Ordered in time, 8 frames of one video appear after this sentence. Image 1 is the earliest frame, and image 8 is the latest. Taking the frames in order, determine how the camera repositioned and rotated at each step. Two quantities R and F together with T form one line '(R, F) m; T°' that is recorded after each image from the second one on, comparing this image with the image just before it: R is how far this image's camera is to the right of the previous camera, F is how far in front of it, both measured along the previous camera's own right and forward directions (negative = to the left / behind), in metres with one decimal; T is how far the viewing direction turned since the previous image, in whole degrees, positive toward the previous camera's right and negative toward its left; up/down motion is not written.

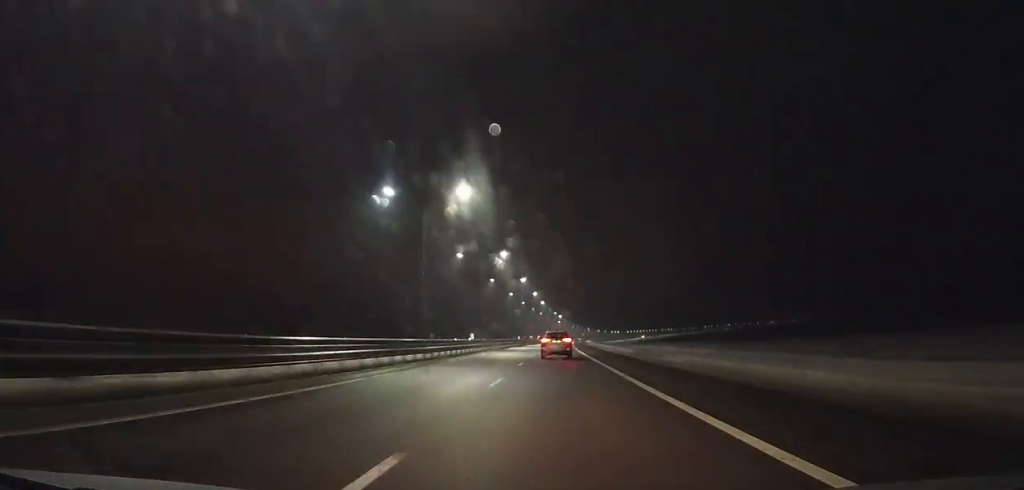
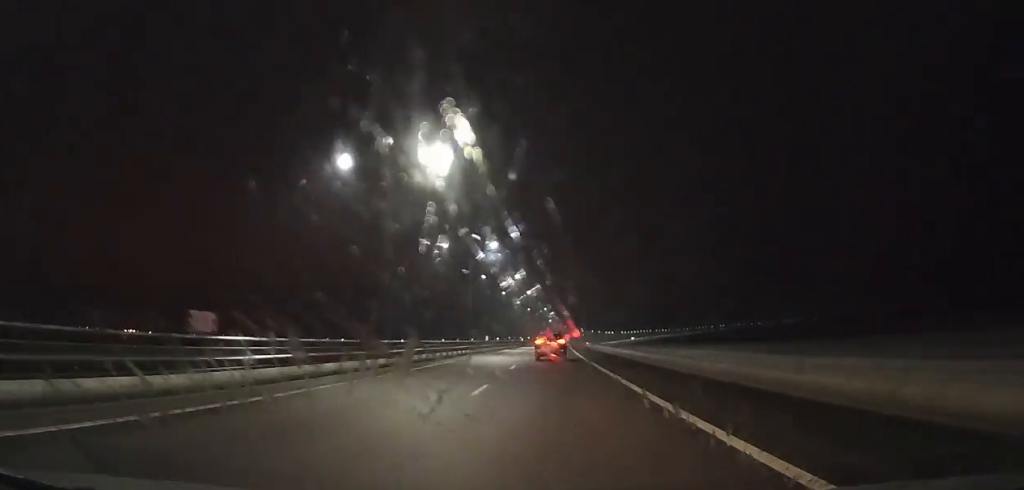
(+0.2, +38.3) m; +1°
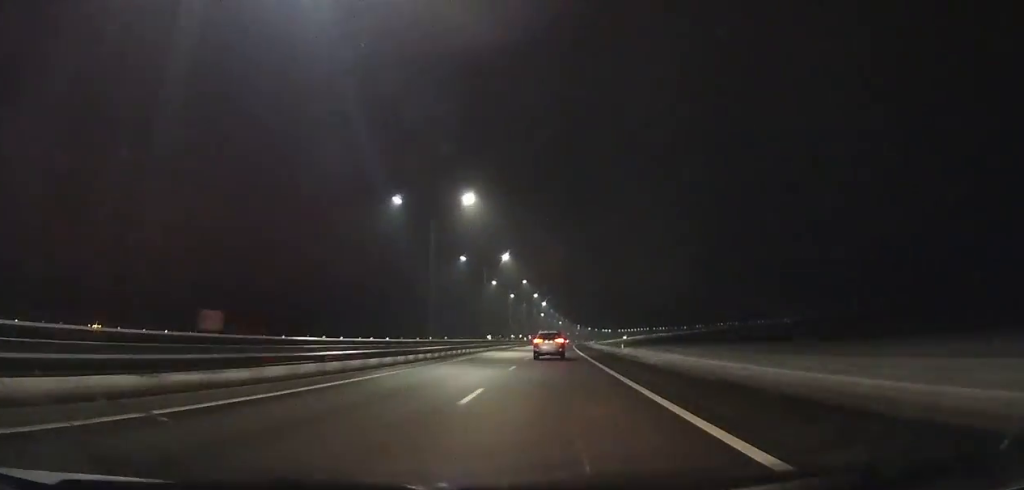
(+0.1, +49.2) m; +1°
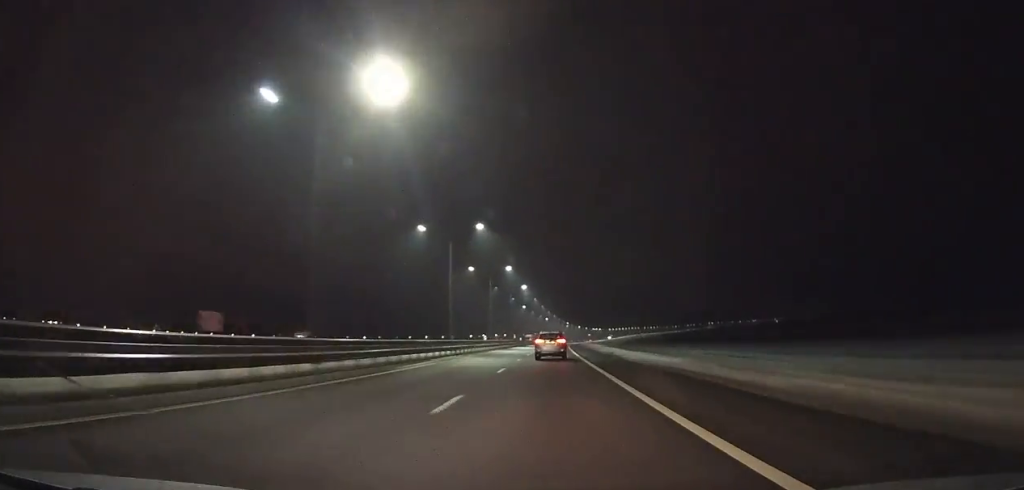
(+0.6, +48.8) m; +1°
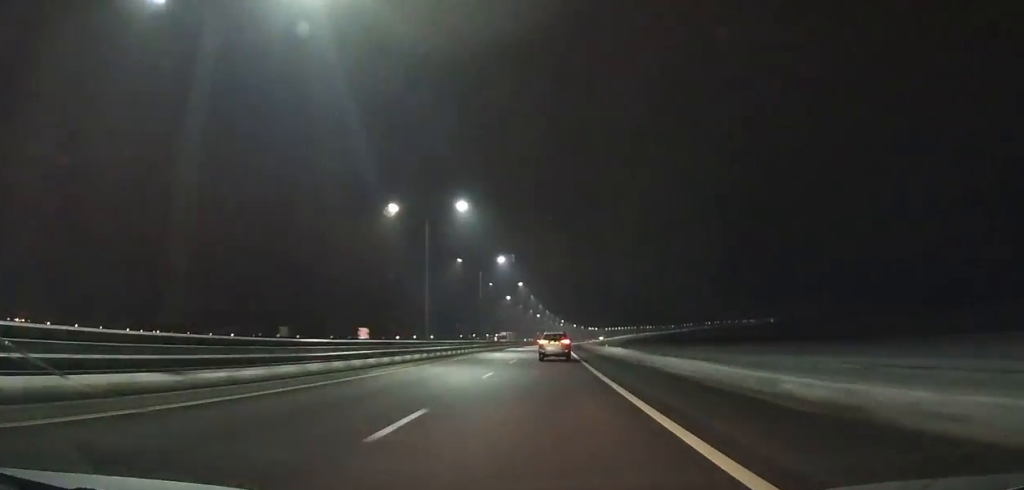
(0.0, +37.9) m; +1°
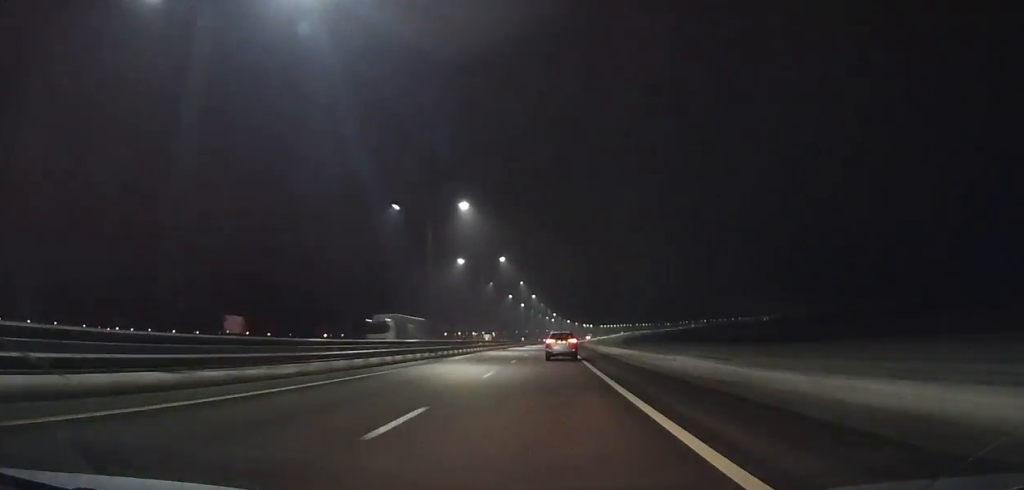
(+0.5, +59.4) m; +1°
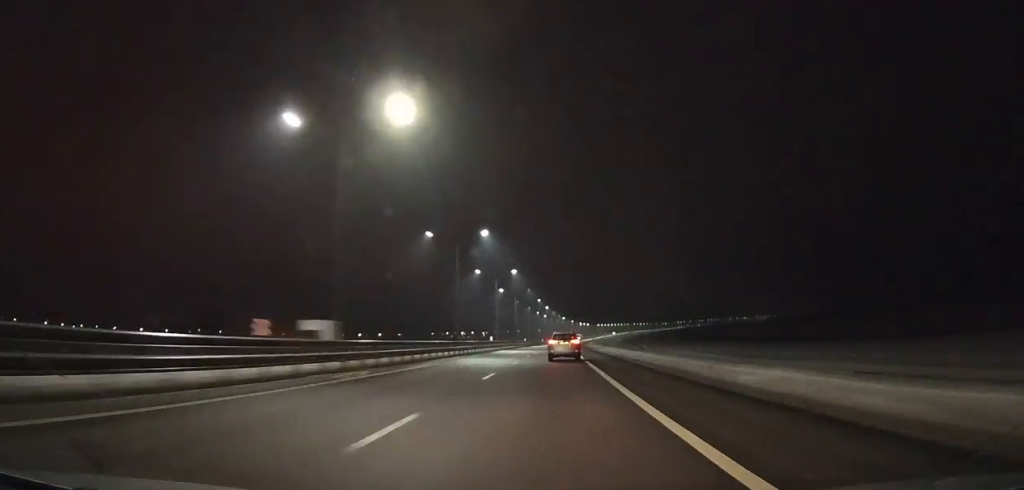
(+0.4, +48.4) m; +1°
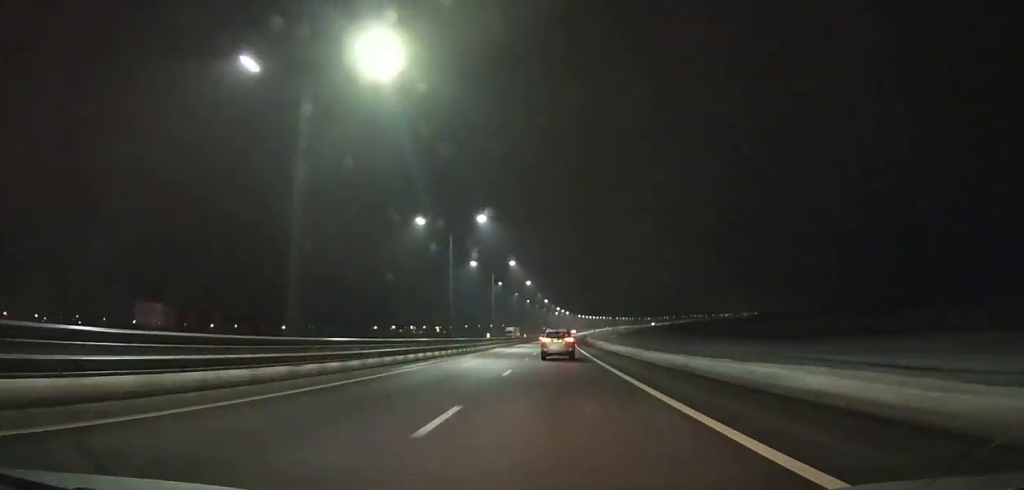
(+4.4, +152.8) m; +3°
